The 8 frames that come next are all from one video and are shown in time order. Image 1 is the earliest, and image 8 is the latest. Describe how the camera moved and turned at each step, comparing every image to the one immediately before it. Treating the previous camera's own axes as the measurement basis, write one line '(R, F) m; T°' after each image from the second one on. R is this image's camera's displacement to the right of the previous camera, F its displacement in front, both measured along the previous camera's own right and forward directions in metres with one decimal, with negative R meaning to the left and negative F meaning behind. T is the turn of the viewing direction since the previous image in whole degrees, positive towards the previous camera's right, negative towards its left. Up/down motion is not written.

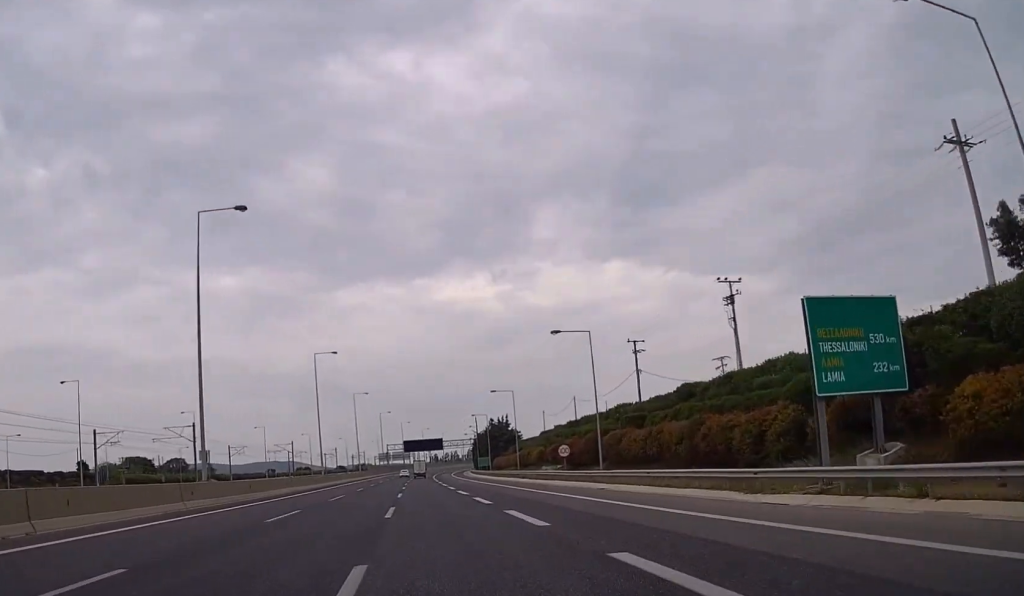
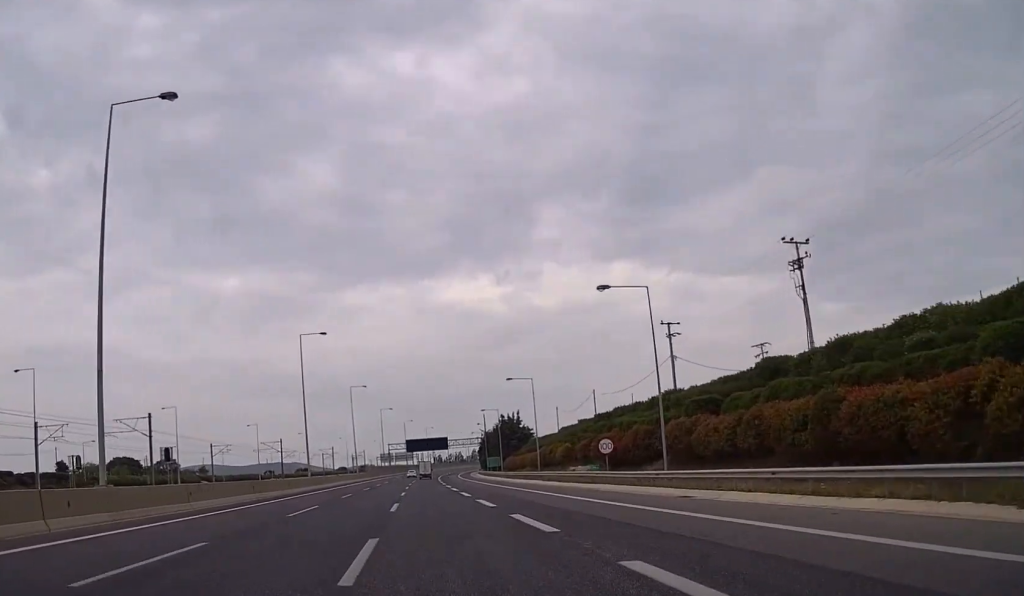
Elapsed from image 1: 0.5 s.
(0.0, +13.2) m; 0°
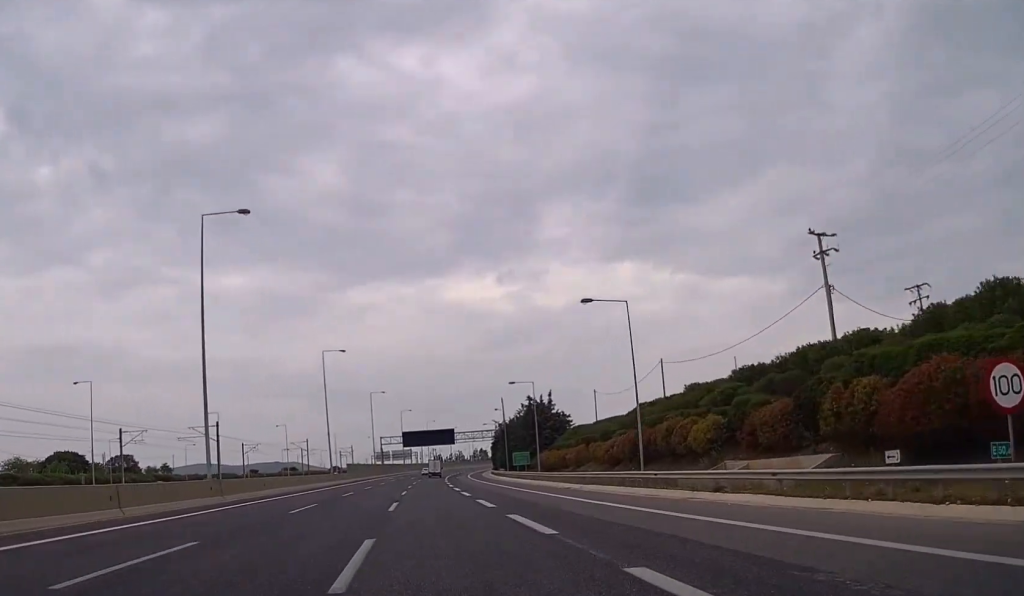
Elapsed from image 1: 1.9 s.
(-0.1, +36.2) m; 0°
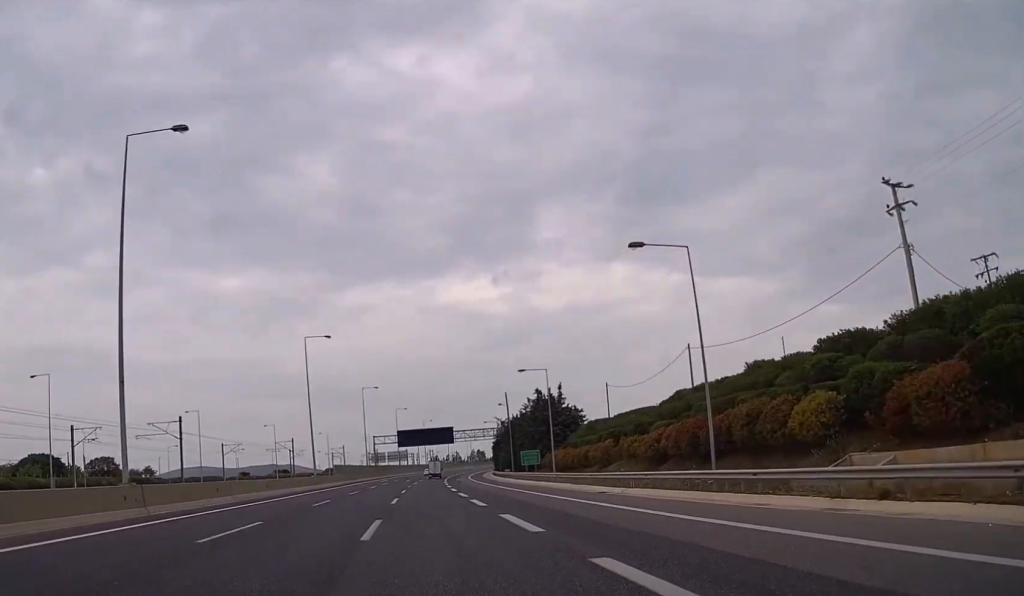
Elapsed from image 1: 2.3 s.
(0.0, +11.5) m; 0°
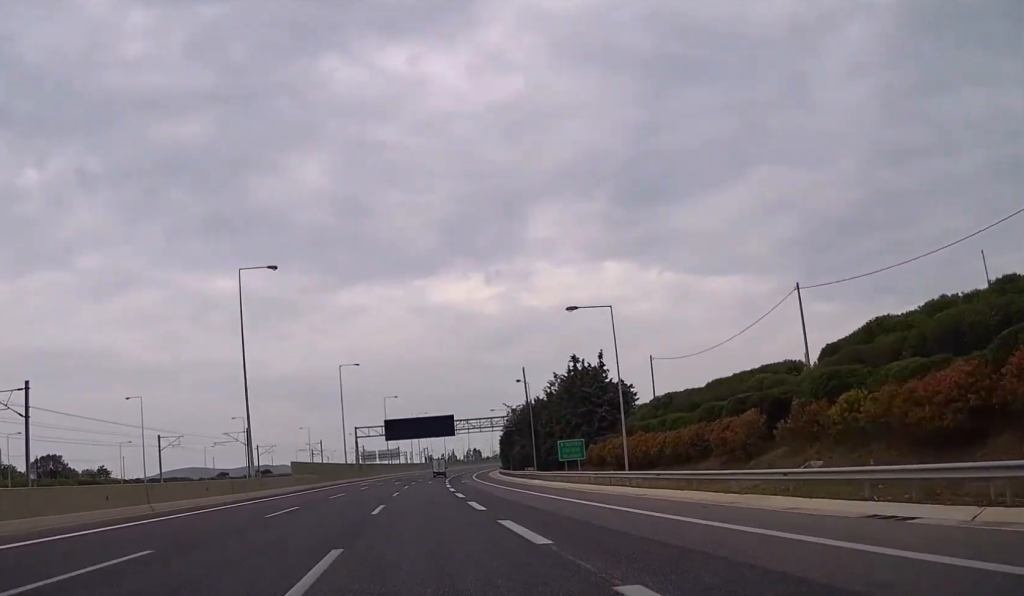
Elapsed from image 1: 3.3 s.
(0.0, +25.8) m; 0°
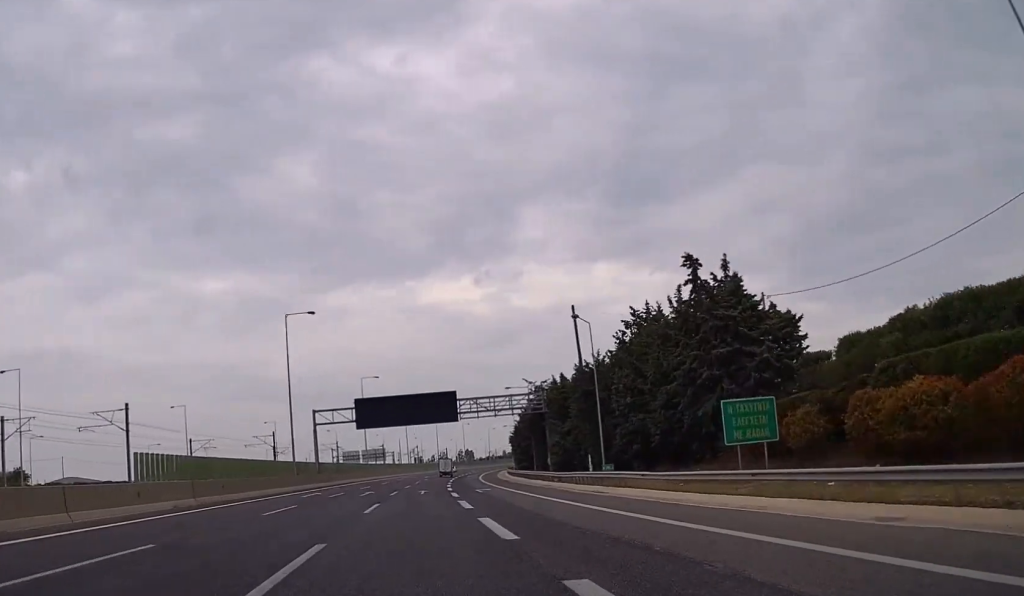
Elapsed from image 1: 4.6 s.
(+0.1, +34.7) m; +1°
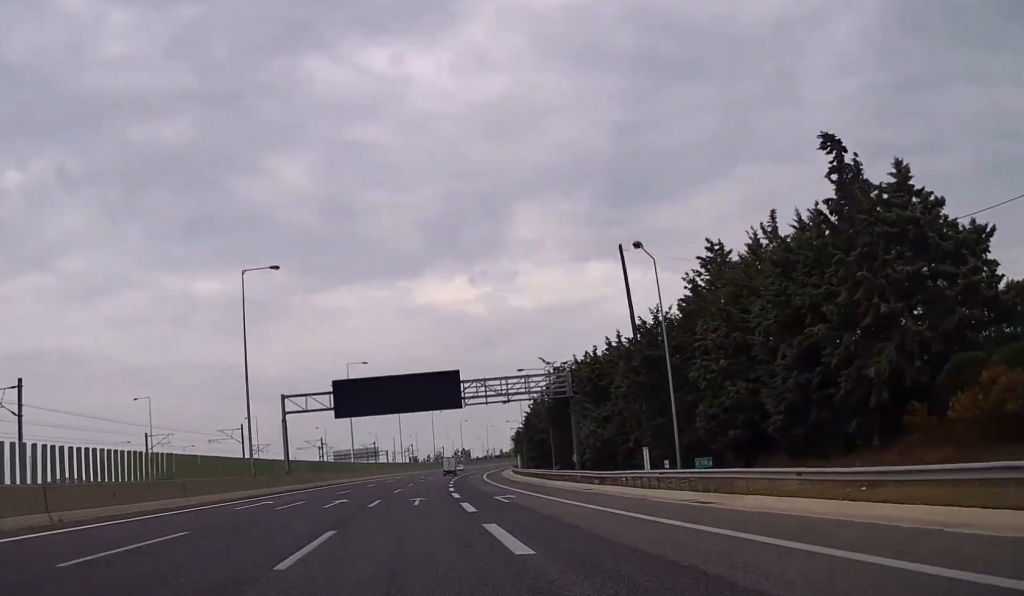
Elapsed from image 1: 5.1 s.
(+0.1, +15.1) m; 0°
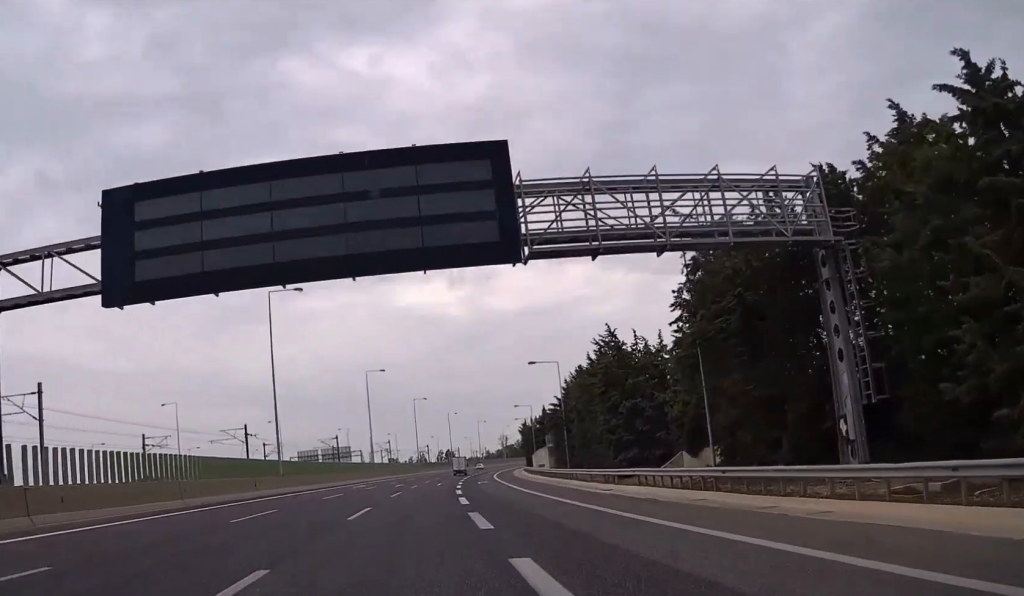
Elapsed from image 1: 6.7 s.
(+0.6, +42.7) m; +2°
